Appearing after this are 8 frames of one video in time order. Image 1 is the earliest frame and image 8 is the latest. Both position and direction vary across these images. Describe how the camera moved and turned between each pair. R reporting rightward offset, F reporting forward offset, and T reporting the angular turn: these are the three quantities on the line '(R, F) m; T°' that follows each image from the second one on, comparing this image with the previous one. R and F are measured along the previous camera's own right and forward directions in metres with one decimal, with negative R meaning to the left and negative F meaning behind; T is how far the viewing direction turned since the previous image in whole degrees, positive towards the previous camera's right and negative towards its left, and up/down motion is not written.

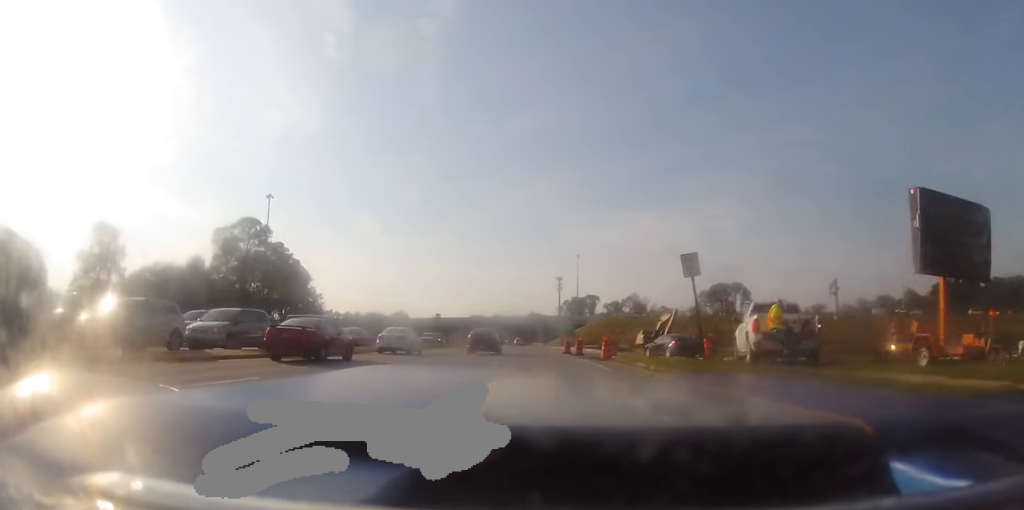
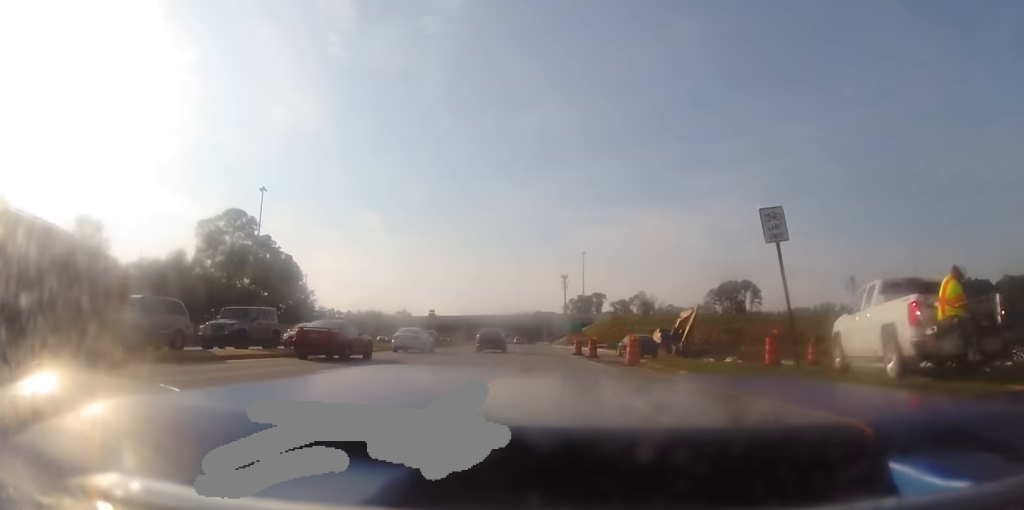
(0.0, +6.9) m; 0°
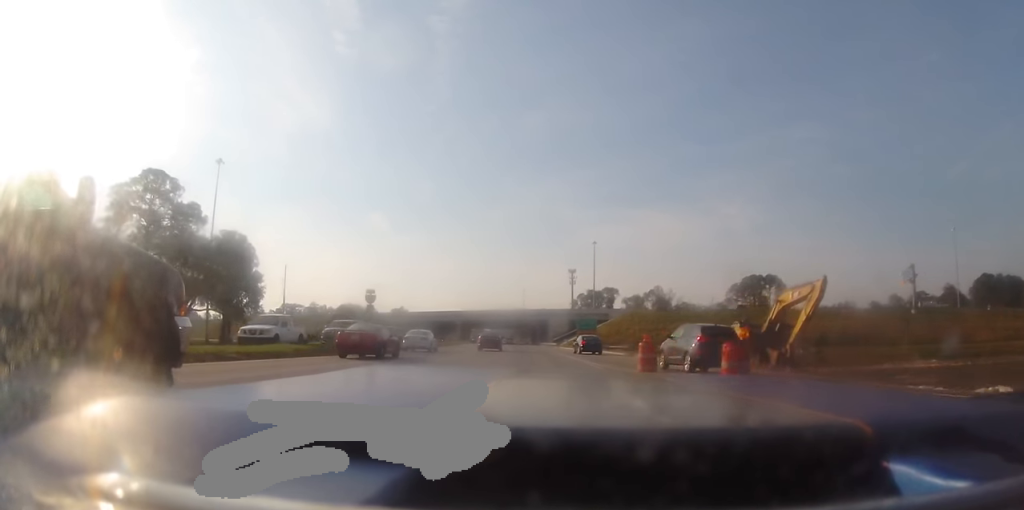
(-0.4, +21.8) m; -2°
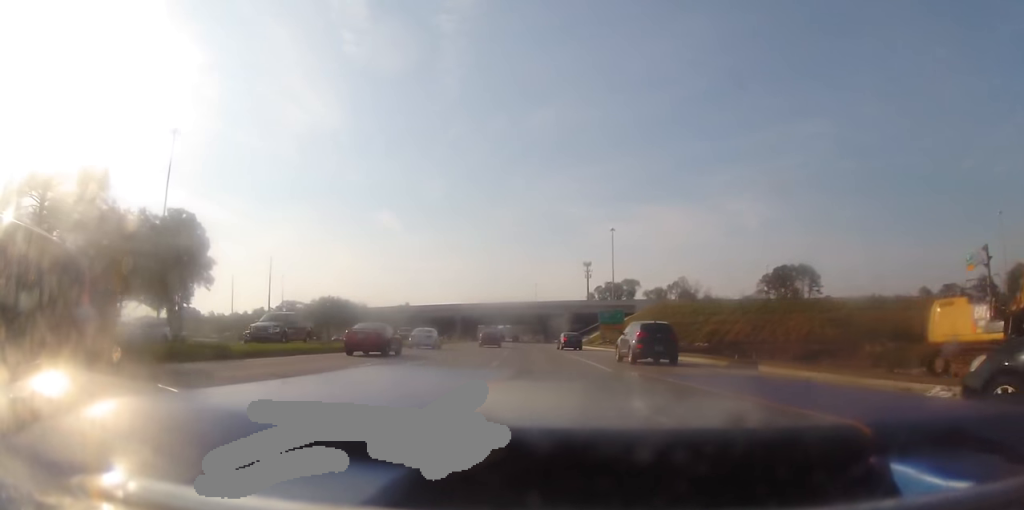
(+0.2, +19.6) m; 0°
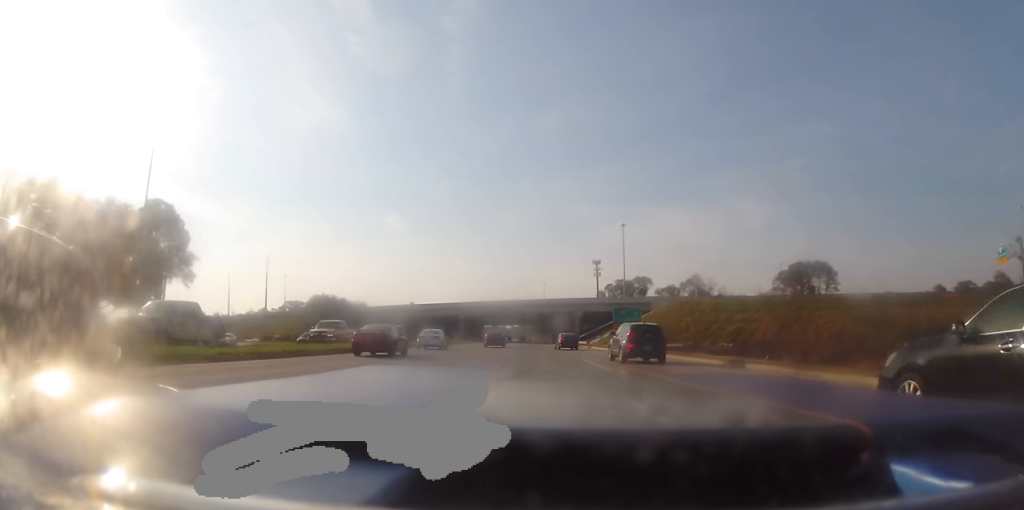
(-0.1, +8.1) m; -1°
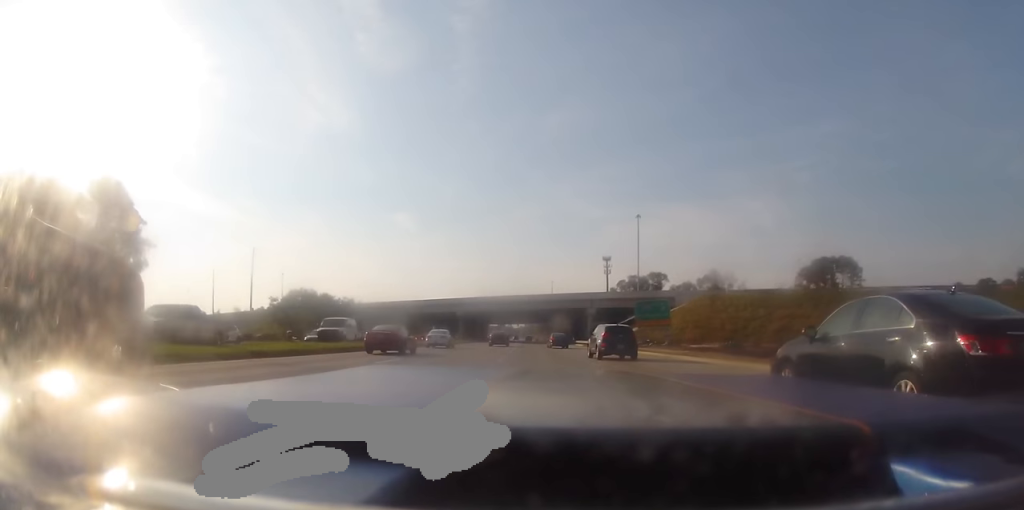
(-0.3, +14.5) m; -2°
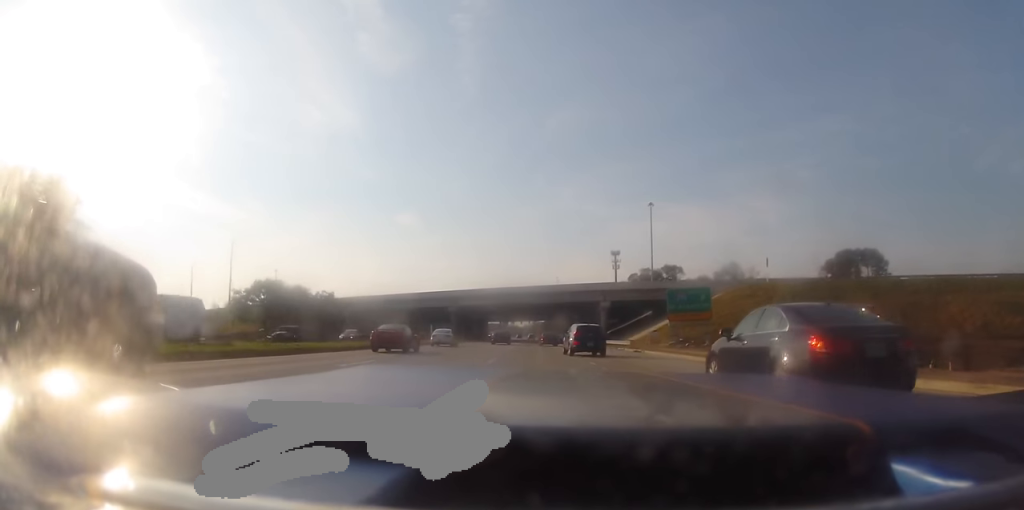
(-0.1, +14.7) m; -2°
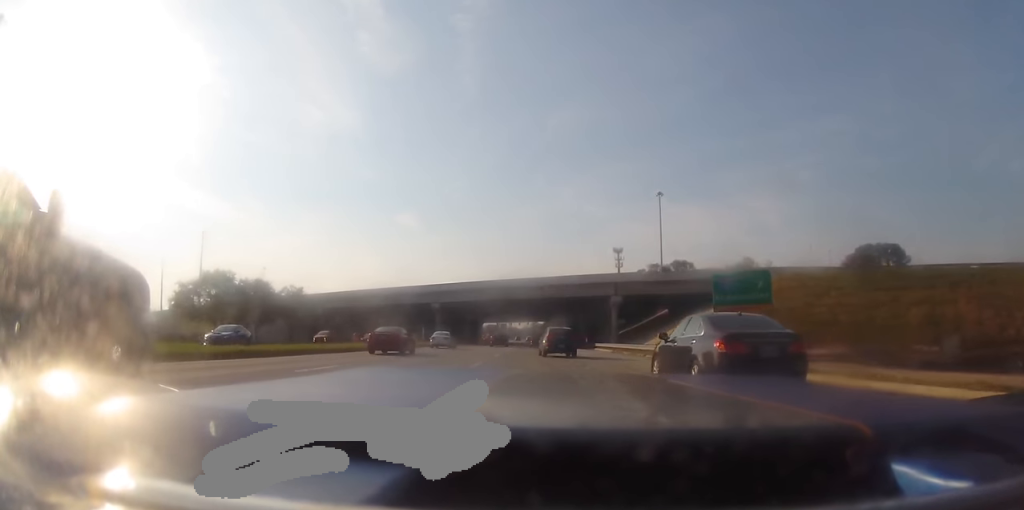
(-0.3, +13.8) m; -1°
